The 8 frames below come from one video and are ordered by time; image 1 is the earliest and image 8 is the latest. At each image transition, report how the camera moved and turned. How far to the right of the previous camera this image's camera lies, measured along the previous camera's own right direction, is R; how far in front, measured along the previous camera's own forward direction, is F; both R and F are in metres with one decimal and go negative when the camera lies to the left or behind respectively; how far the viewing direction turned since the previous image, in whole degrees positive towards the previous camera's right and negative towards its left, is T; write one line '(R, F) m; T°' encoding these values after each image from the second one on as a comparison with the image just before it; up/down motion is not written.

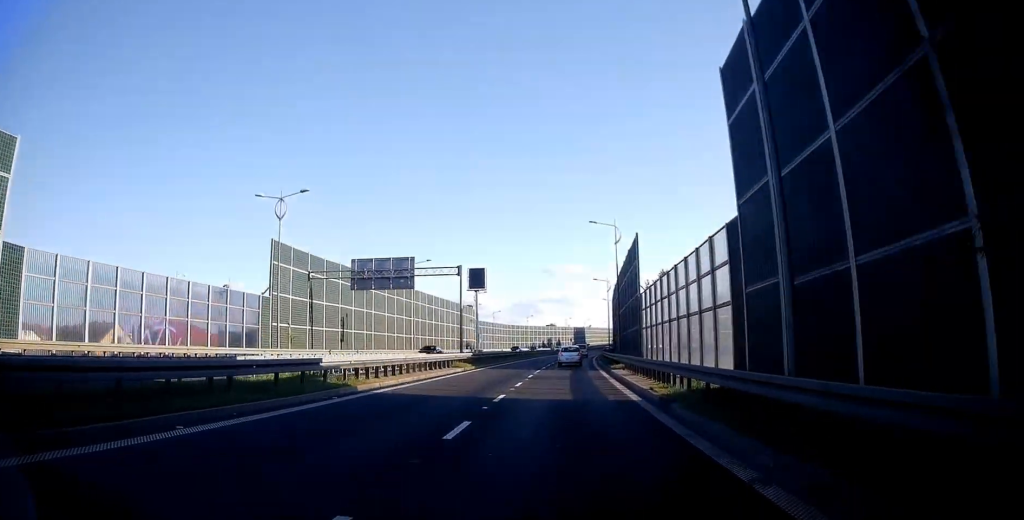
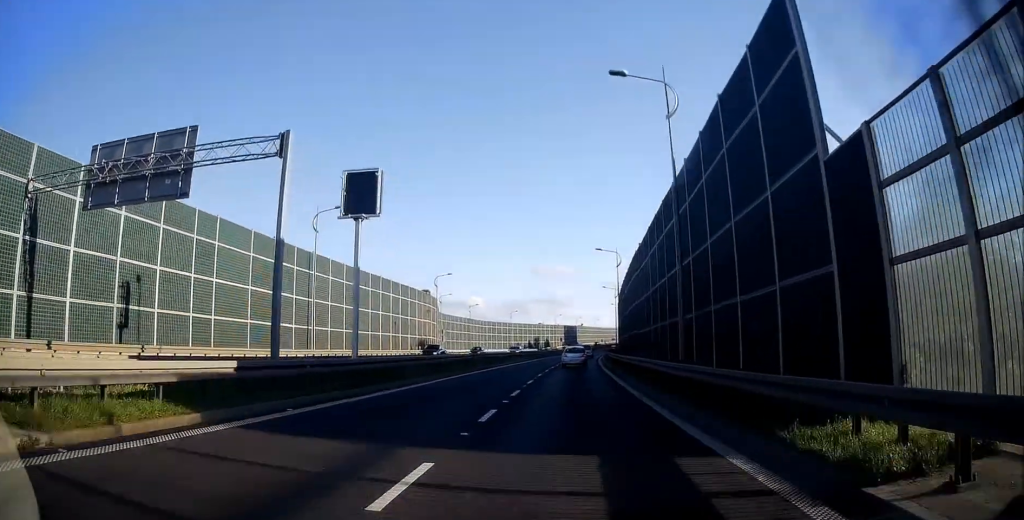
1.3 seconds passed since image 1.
(+0.4, +31.8) m; +2°
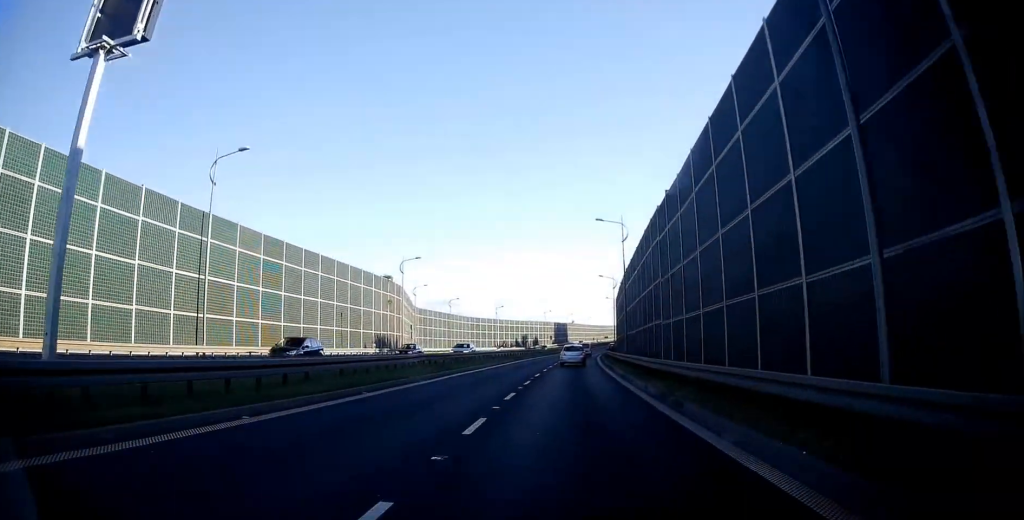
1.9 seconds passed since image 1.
(+0.2, +15.9) m; +1°
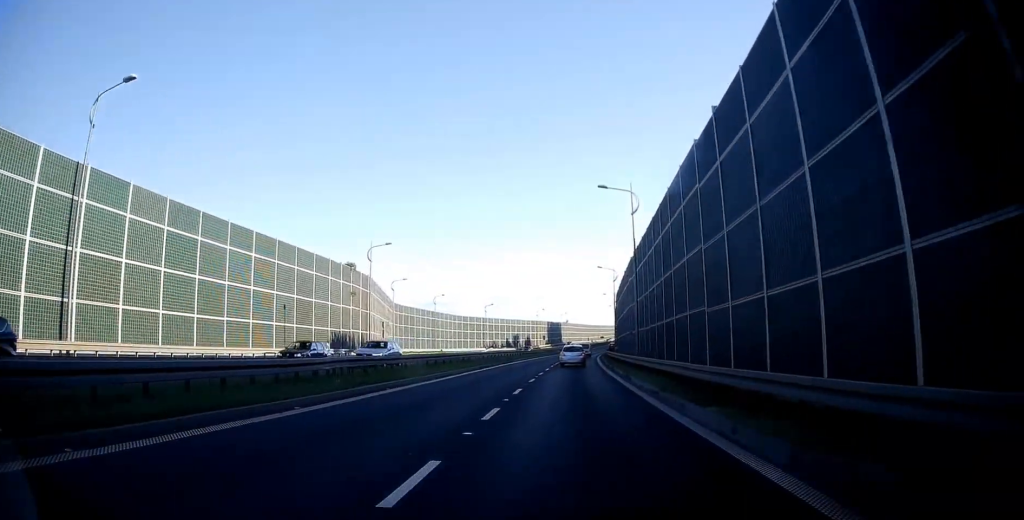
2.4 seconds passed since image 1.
(0.0, +11.7) m; 0°
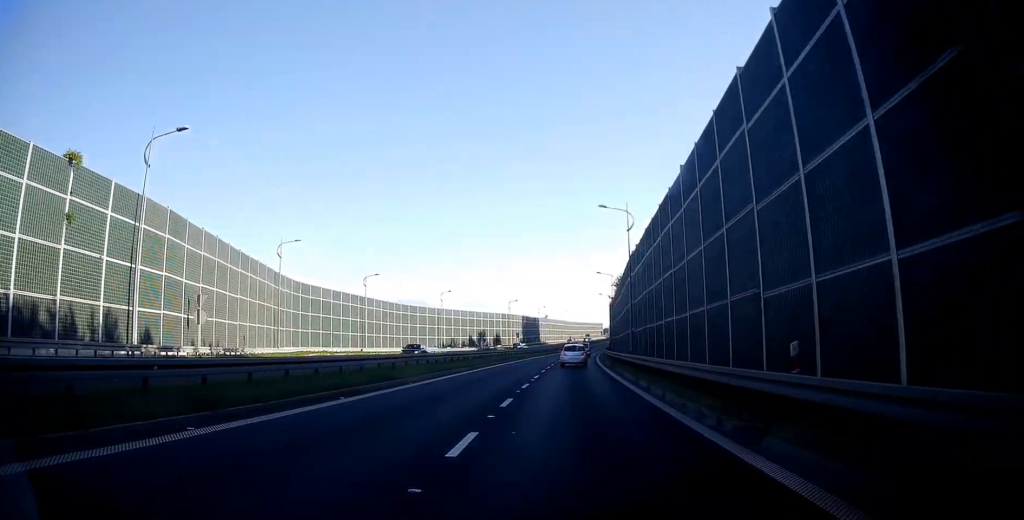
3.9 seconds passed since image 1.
(+0.4, +31.3) m; +2°
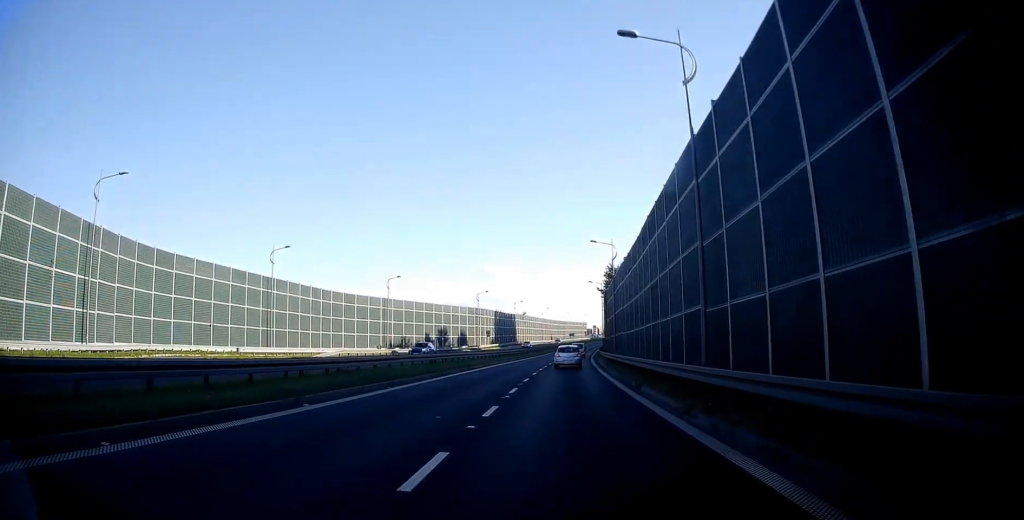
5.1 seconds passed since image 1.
(+0.3, +22.5) m; +2°
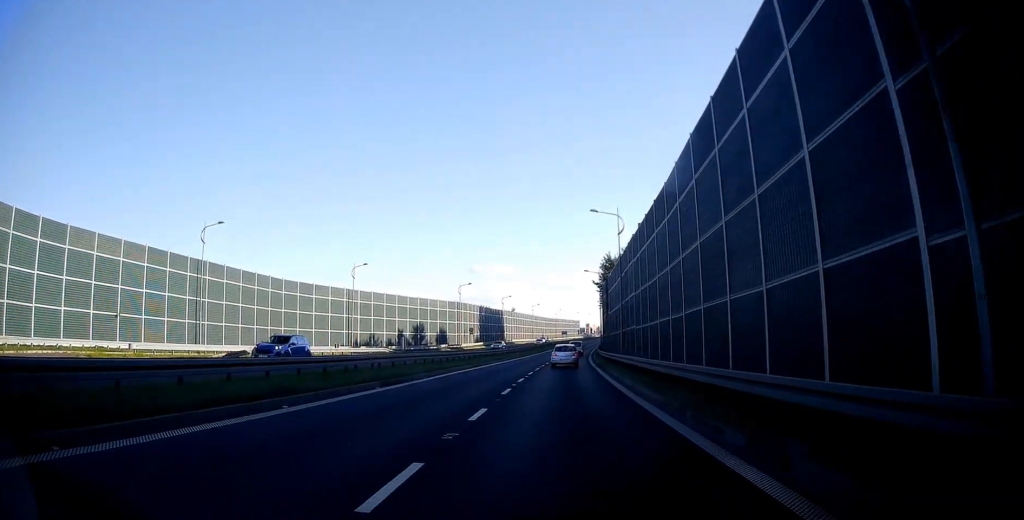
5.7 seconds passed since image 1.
(+0.1, +11.6) m; +1°
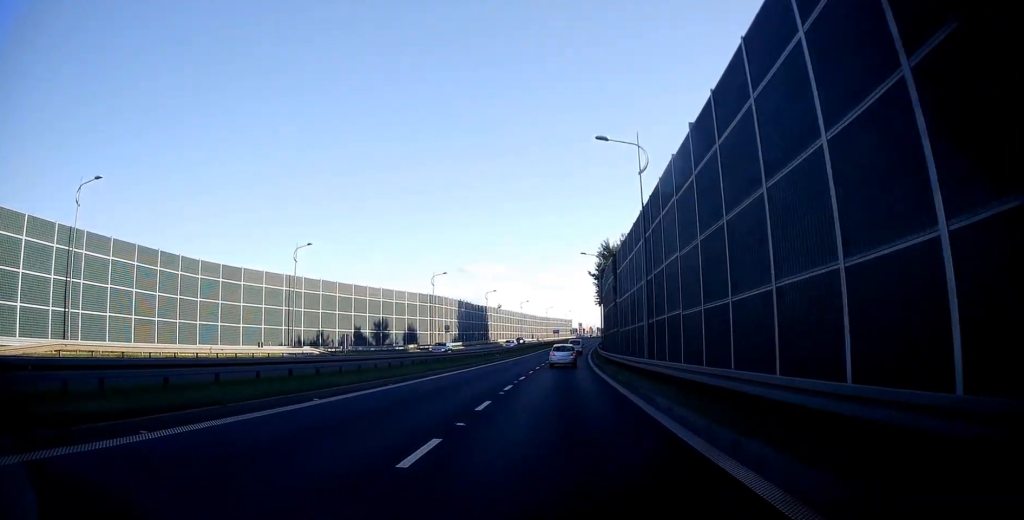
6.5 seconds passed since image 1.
(+0.1, +15.1) m; +1°
